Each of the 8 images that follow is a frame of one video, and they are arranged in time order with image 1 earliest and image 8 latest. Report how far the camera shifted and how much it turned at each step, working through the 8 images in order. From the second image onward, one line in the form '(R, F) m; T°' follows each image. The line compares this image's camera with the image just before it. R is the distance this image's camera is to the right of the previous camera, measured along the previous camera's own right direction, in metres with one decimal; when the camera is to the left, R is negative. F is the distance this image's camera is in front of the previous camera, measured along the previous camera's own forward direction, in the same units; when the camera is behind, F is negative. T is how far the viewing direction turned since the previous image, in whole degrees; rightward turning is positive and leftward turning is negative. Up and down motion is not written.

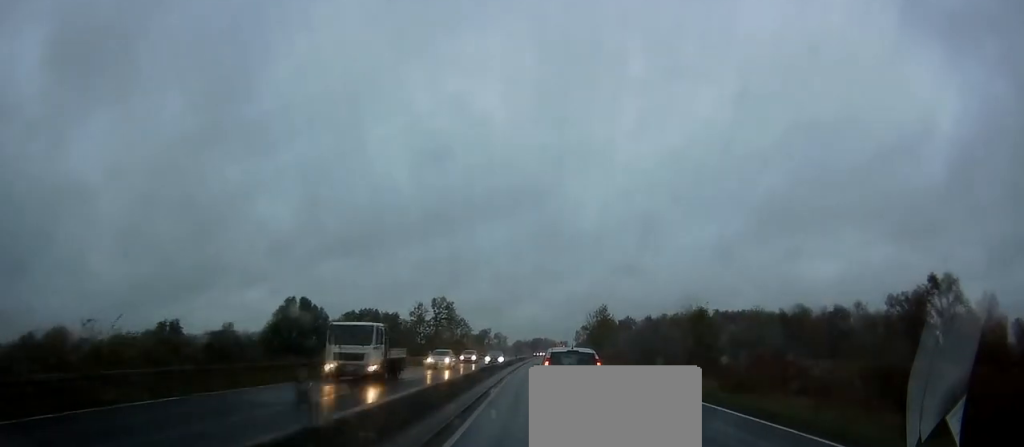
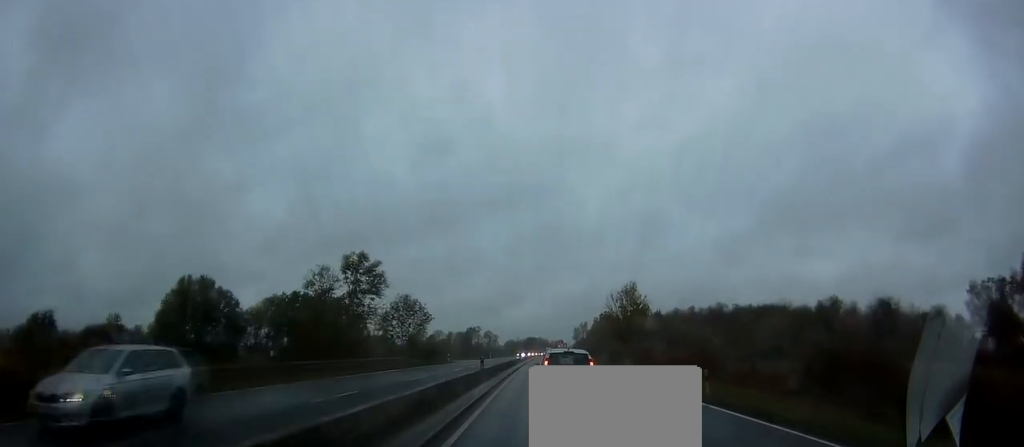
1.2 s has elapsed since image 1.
(+0.1, +35.7) m; +1°
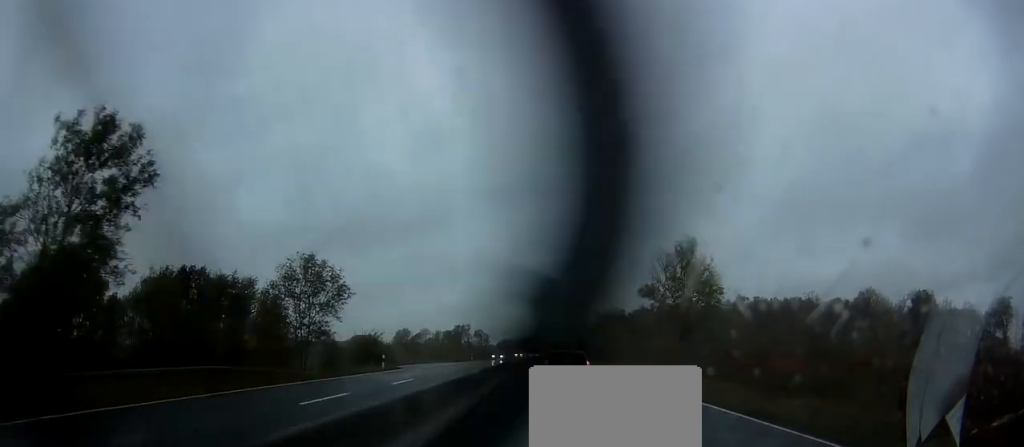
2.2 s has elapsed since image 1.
(+0.3, +28.6) m; +1°
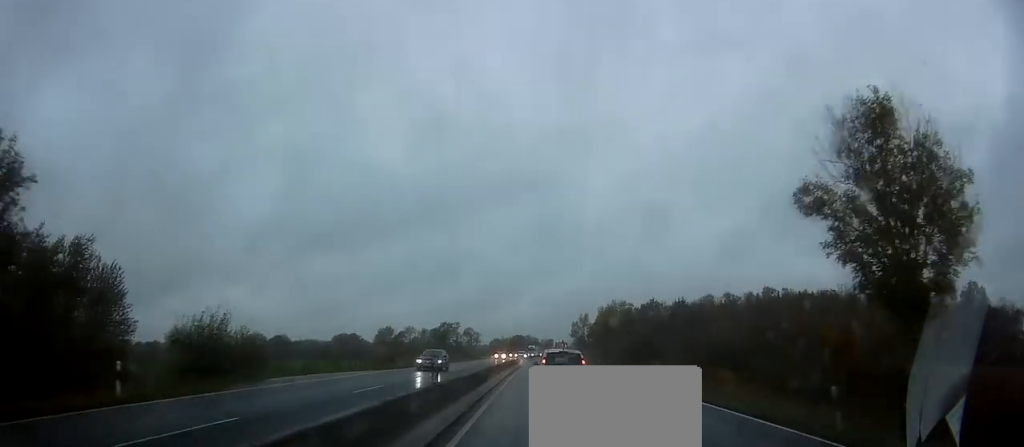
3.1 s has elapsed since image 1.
(+0.1, +27.4) m; 0°
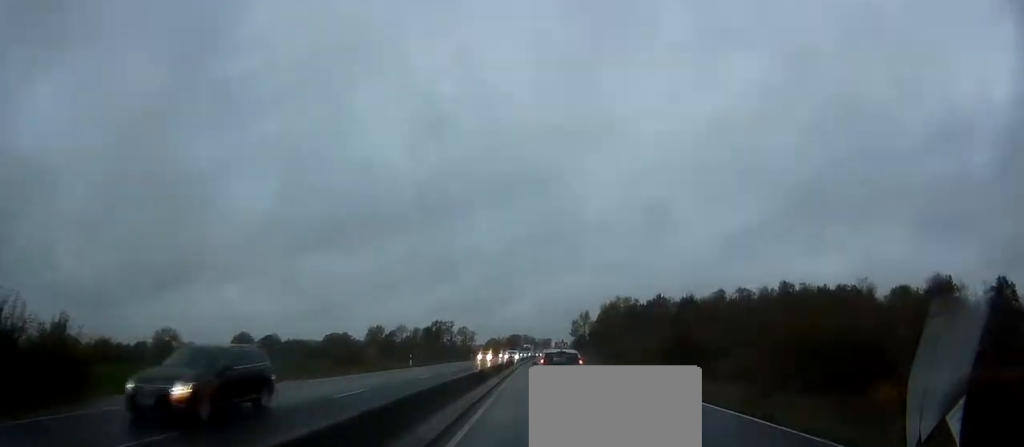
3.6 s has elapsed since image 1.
(0.0, +14.0) m; 0°
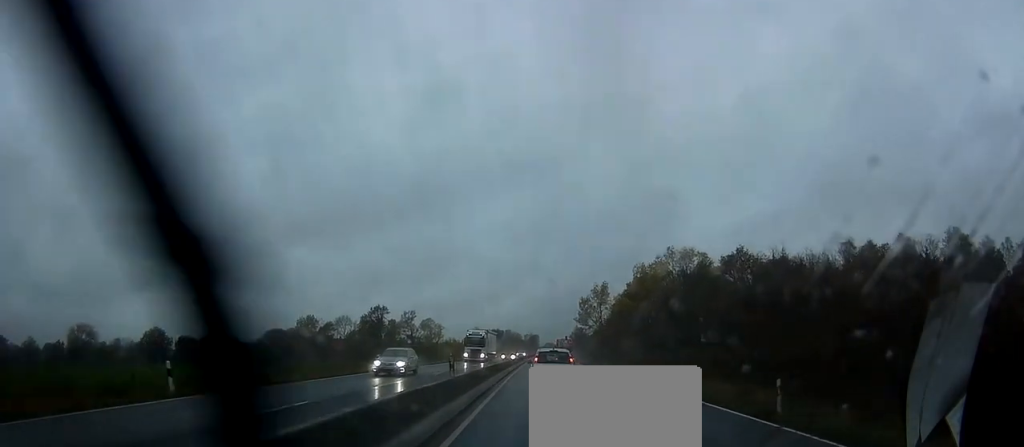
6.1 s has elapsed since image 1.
(+0.9, +77.0) m; +2°
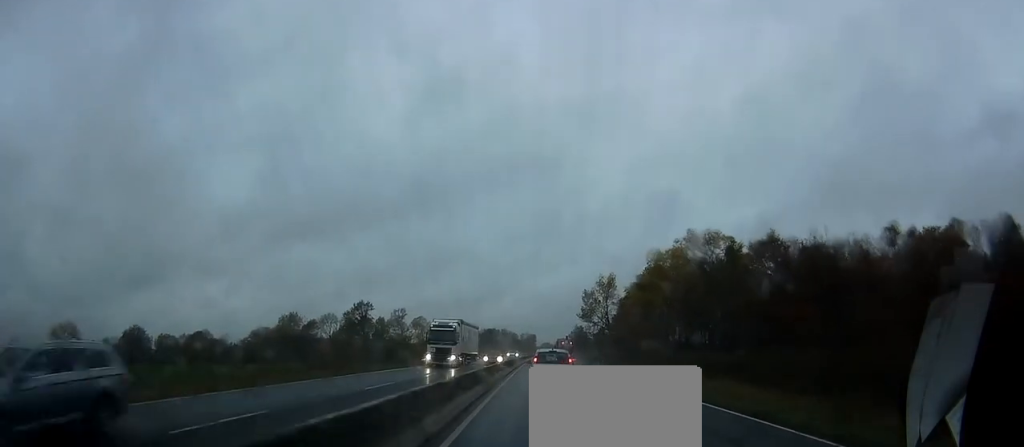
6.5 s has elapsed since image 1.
(0.0, +14.2) m; +1°
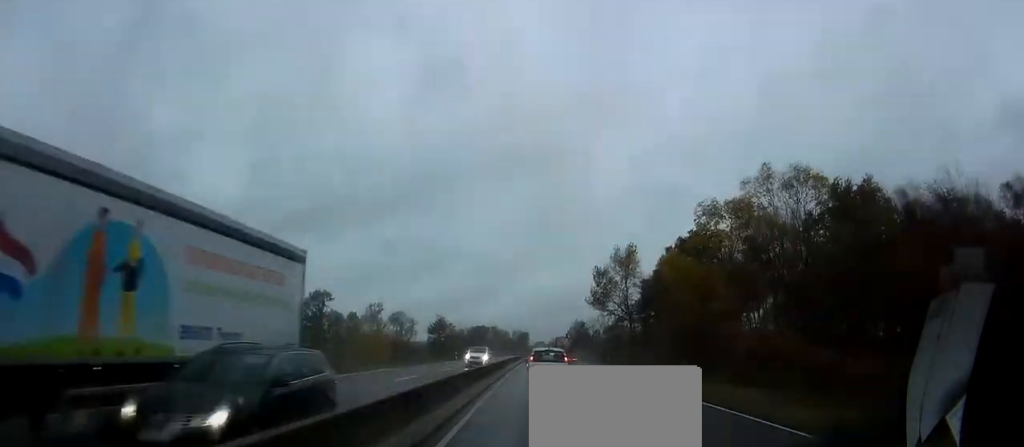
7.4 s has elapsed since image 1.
(+0.2, +29.1) m; 0°
